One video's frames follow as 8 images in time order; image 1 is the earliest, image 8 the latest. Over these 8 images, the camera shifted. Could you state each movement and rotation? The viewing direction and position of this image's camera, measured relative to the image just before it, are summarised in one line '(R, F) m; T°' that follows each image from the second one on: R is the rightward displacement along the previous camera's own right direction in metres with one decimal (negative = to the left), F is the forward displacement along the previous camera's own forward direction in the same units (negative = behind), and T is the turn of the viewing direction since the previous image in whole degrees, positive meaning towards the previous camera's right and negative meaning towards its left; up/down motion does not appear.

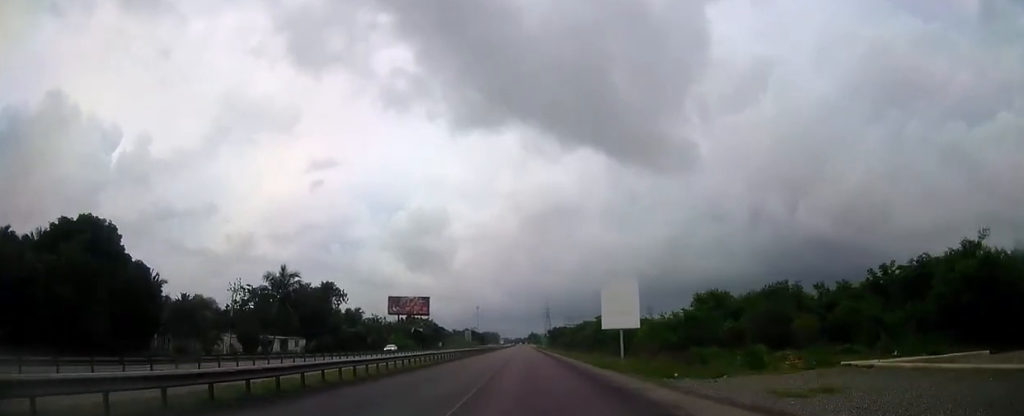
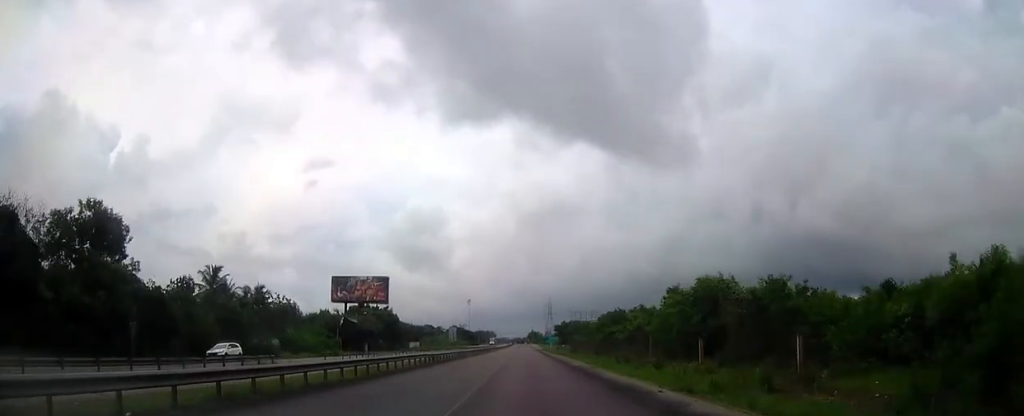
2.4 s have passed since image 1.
(-0.2, +65.5) m; 0°
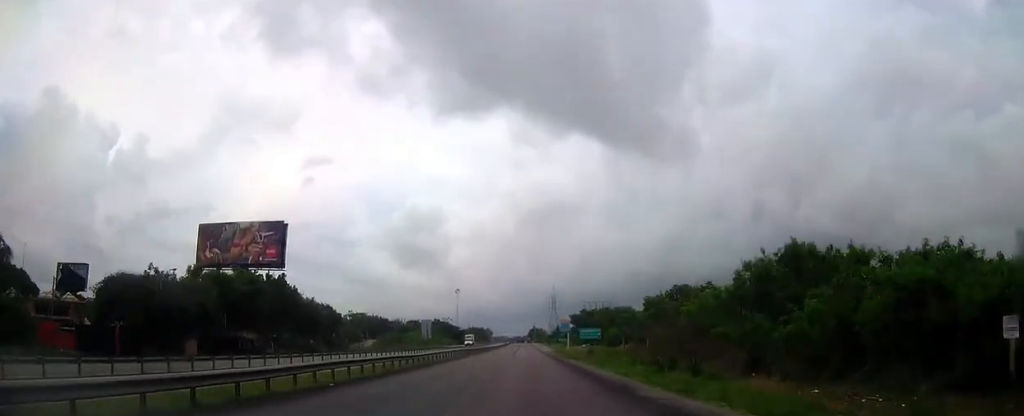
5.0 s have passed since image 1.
(+0.1, +70.4) m; 0°
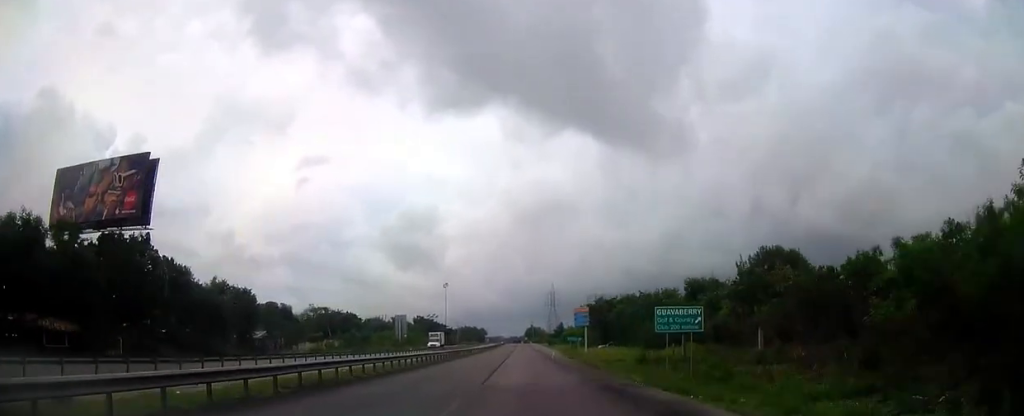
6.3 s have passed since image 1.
(+0.1, +35.1) m; 0°
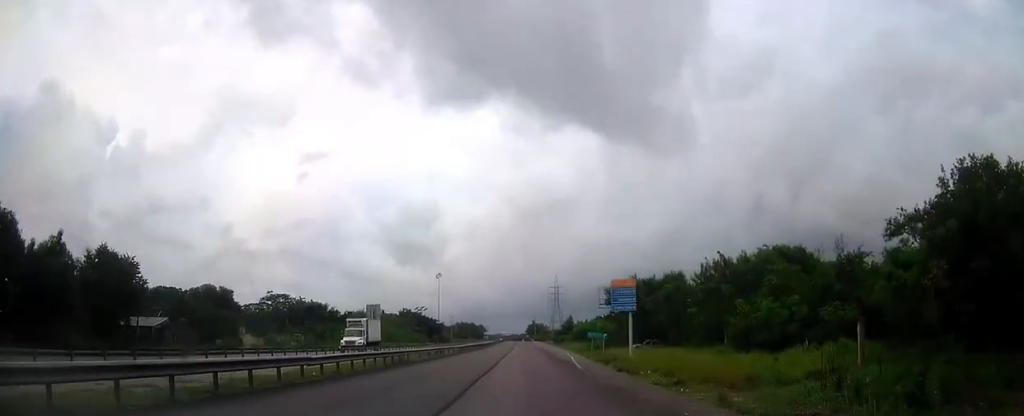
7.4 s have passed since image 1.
(+0.1, +29.2) m; 0°
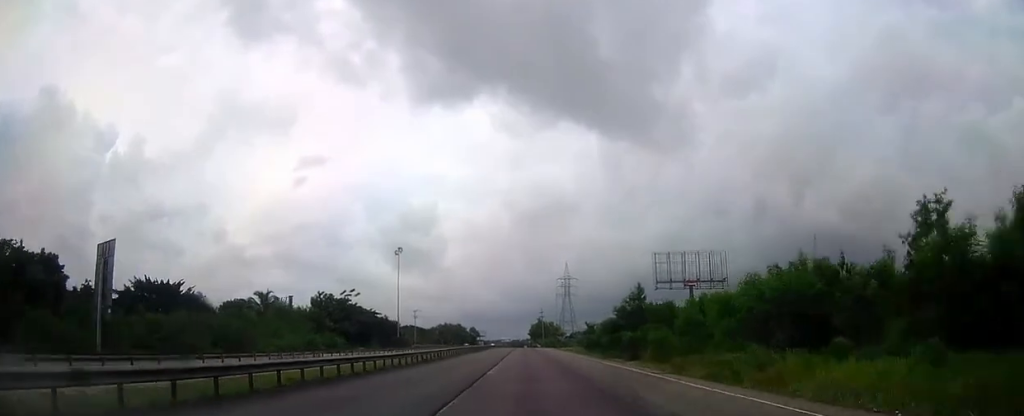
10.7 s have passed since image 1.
(-0.1, +87.6) m; 0°
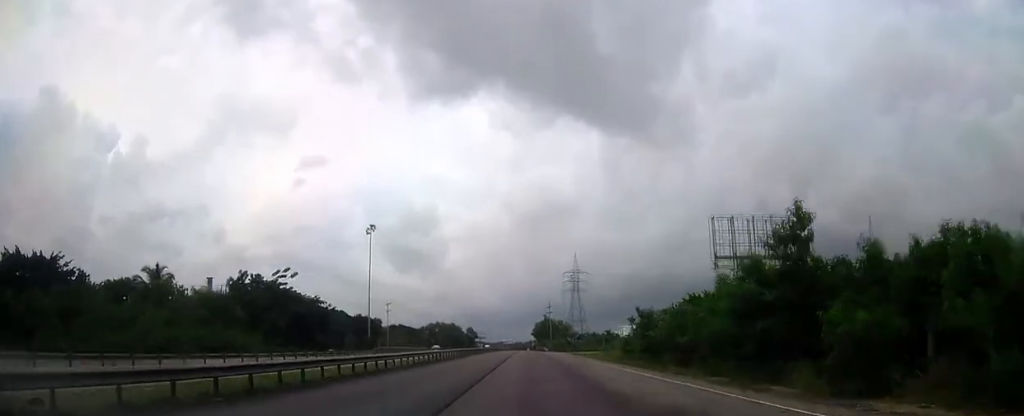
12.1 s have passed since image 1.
(0.0, +36.6) m; 0°
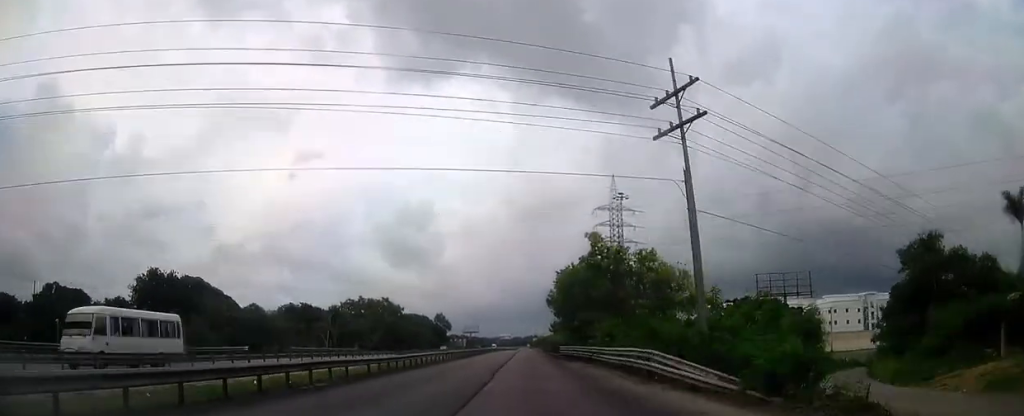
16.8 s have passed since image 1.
(-0.2, +122.0) m; 0°
